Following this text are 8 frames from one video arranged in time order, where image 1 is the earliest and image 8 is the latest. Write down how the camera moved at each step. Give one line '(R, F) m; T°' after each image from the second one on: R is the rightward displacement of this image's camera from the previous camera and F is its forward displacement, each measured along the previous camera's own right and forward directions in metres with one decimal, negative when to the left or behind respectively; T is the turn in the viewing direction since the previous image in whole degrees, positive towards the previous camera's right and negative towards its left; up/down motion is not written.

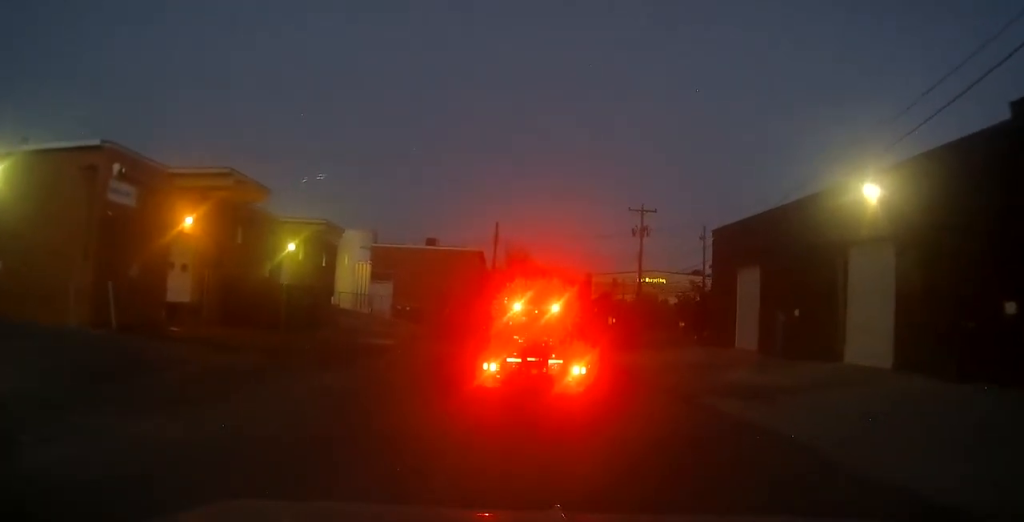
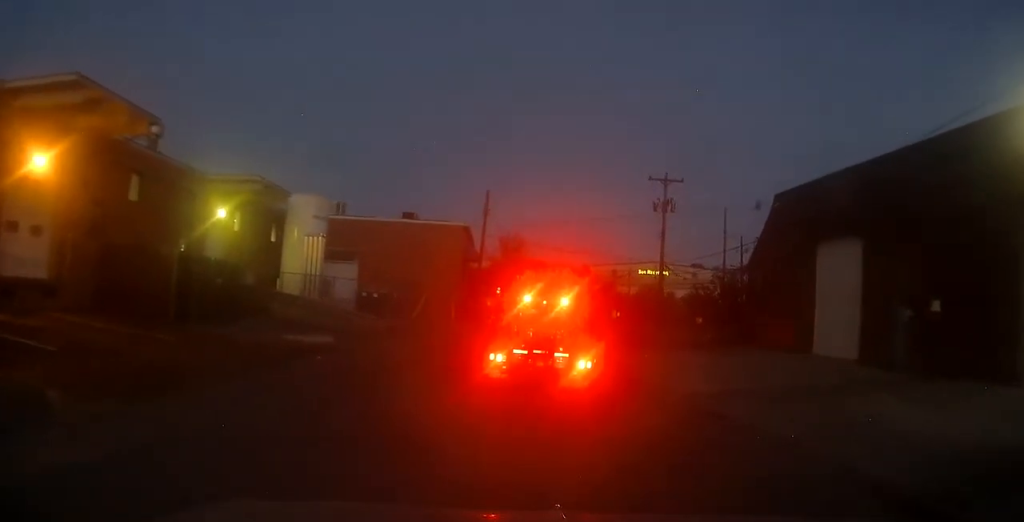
(+0.4, +10.6) m; 0°
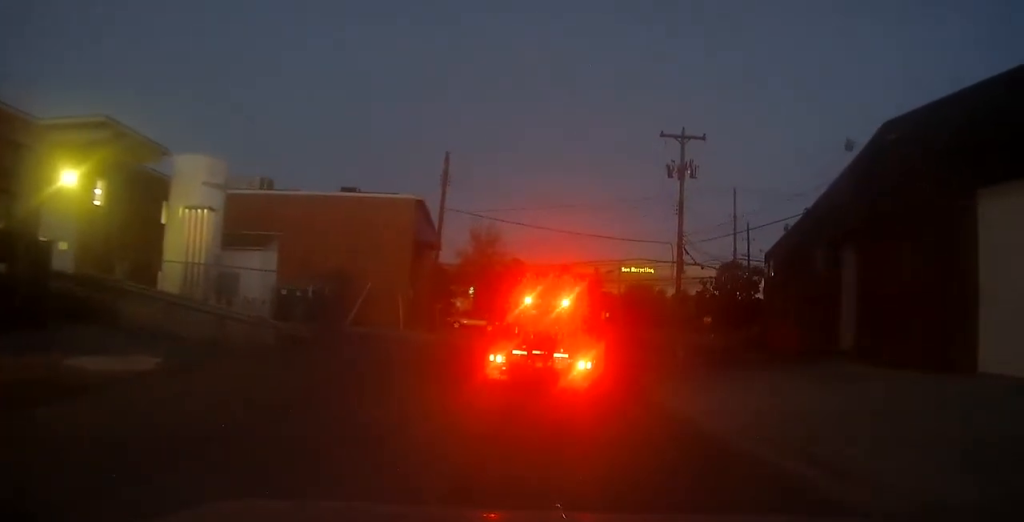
(-0.2, +10.8) m; +1°
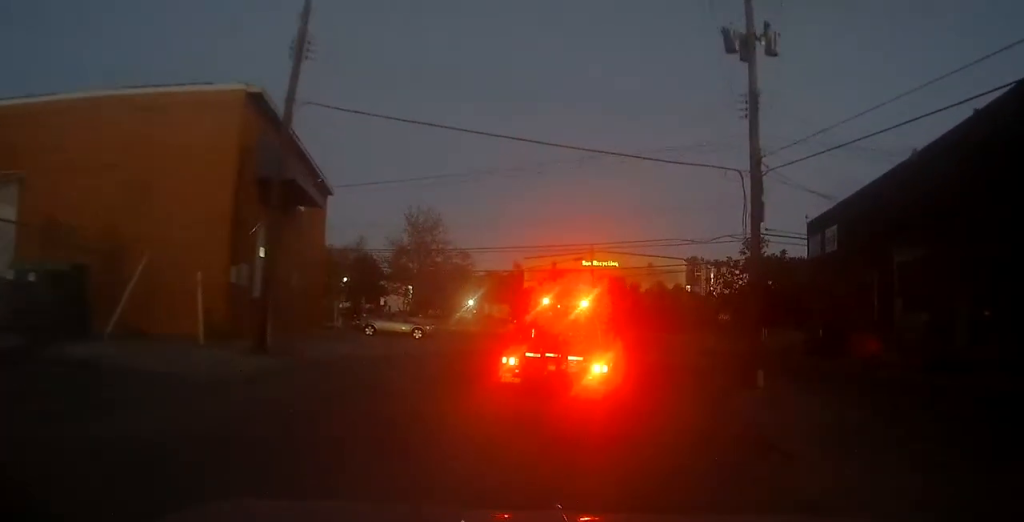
(+0.5, +16.6) m; +4°
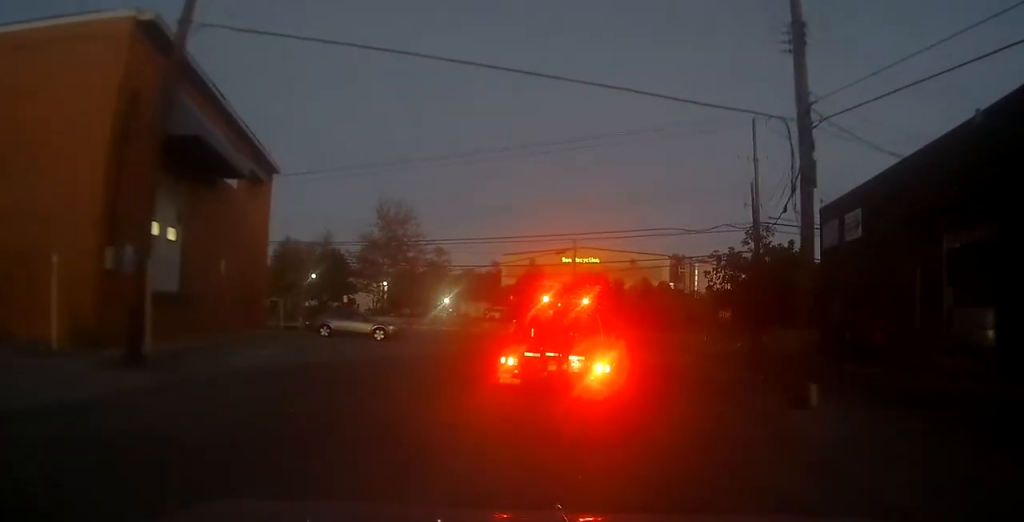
(+0.1, +4.7) m; +2°
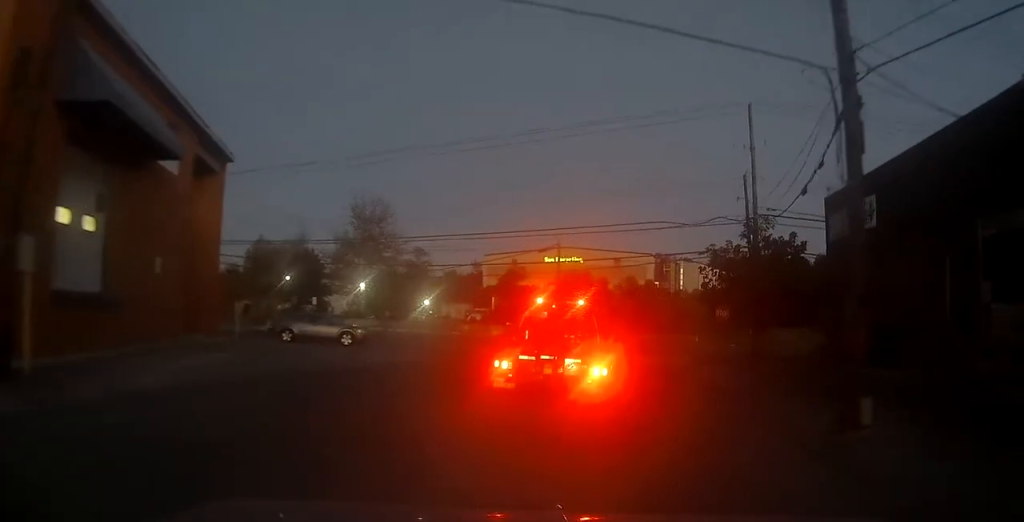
(+0.1, +2.9) m; +2°
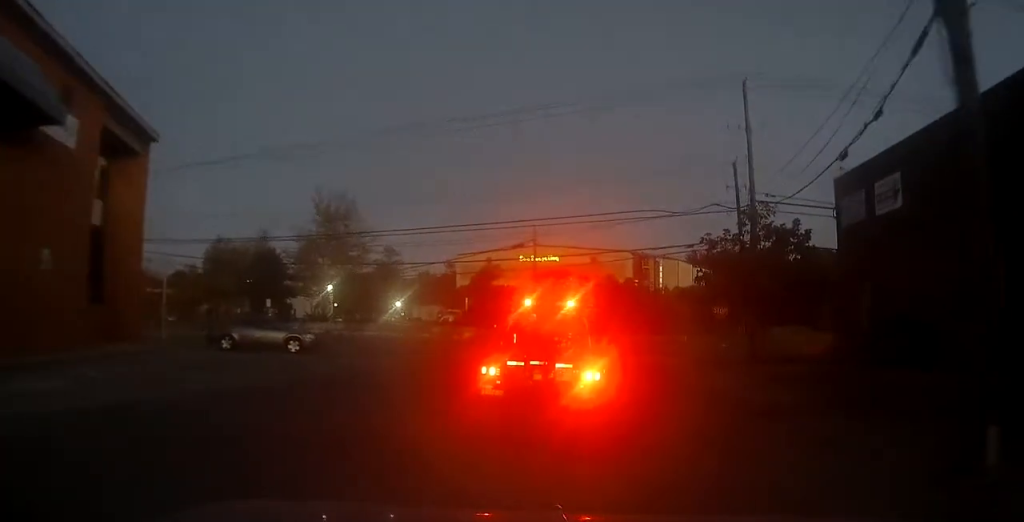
(0.0, +4.0) m; +2°
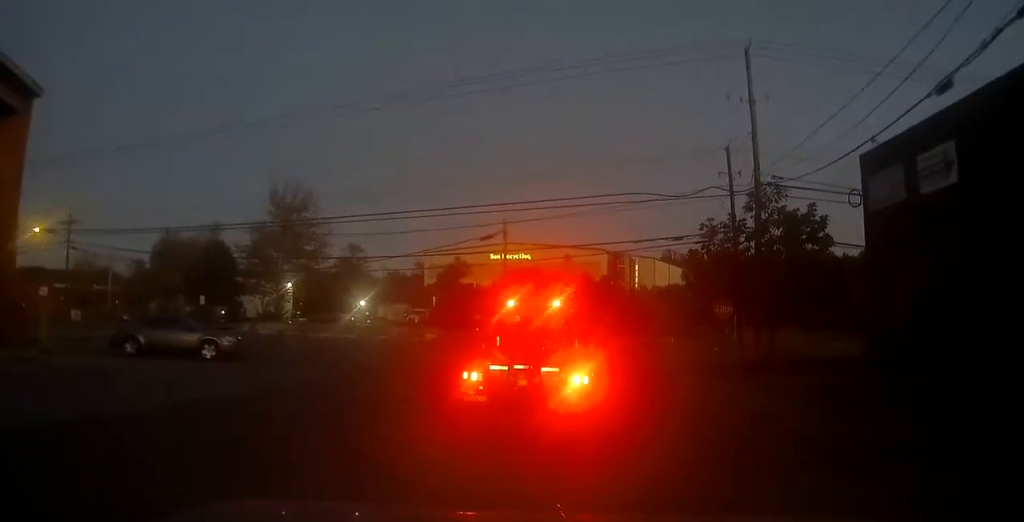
(+0.2, +5.2) m; +4°
